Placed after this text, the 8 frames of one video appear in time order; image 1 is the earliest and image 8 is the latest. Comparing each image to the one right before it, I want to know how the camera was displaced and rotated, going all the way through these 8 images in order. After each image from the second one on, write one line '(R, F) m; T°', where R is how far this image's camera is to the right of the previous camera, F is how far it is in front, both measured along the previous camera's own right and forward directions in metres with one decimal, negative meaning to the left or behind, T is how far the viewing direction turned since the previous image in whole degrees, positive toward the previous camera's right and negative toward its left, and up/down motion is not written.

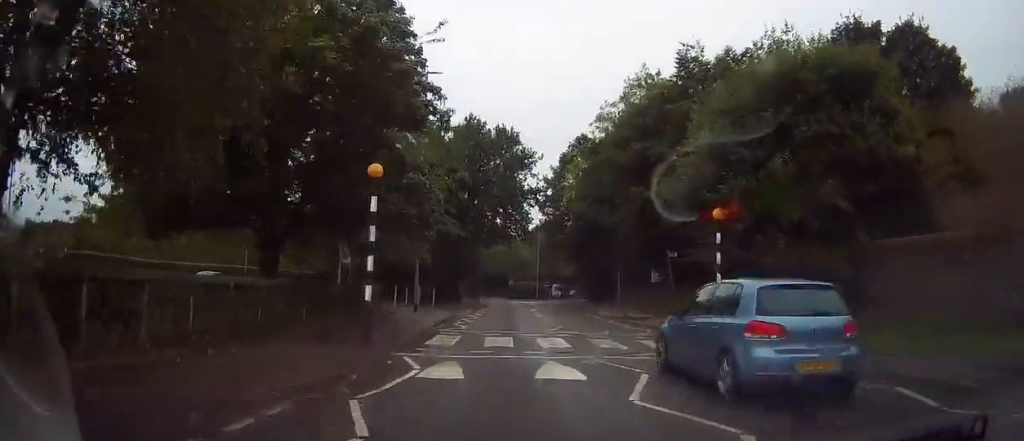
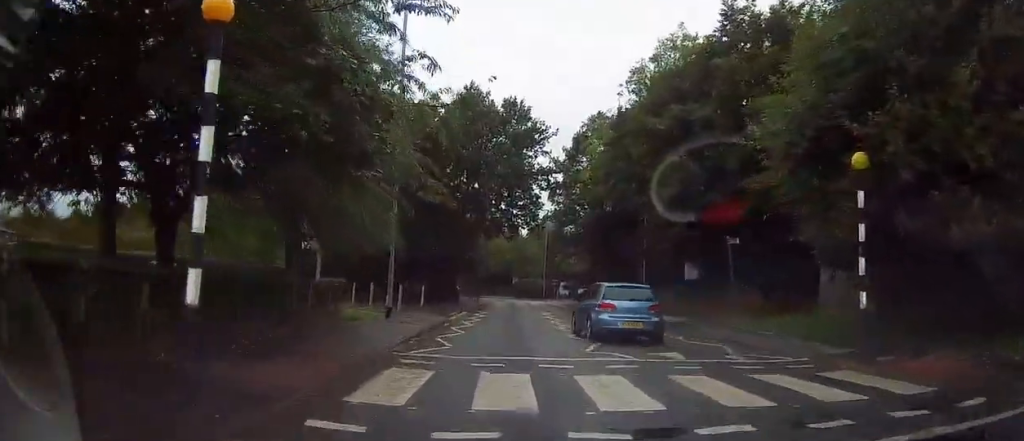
(-0.3, +7.9) m; 0°
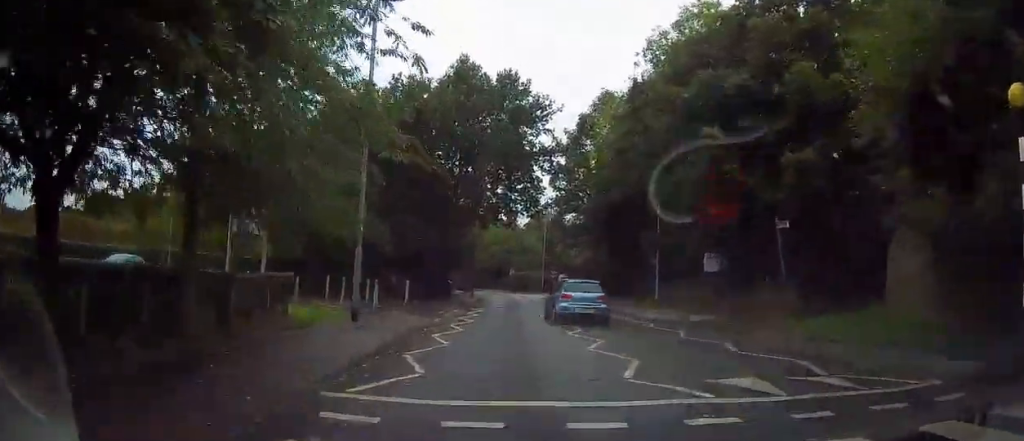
(+0.1, +4.5) m; +2°
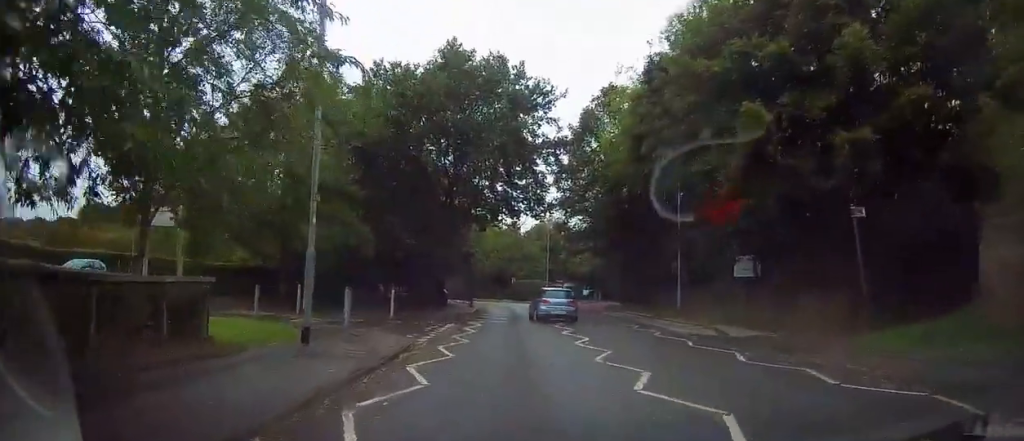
(+0.1, +4.4) m; +1°
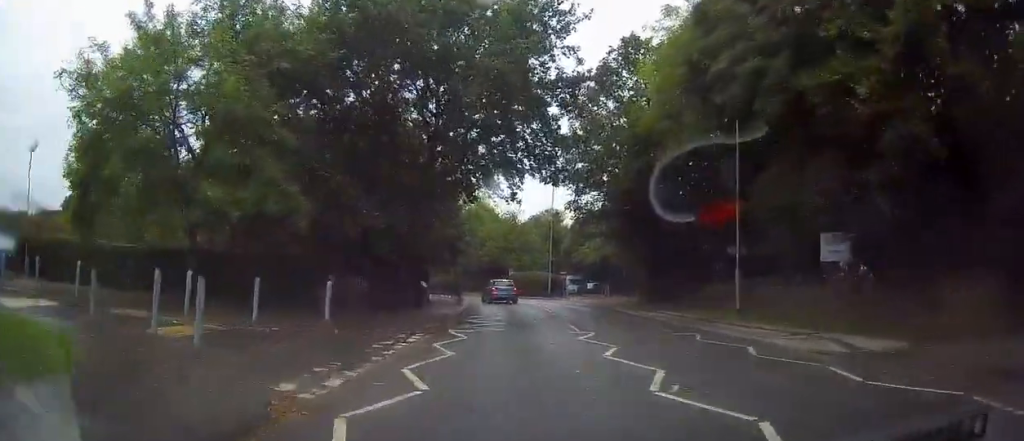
(0.0, +9.0) m; 0°
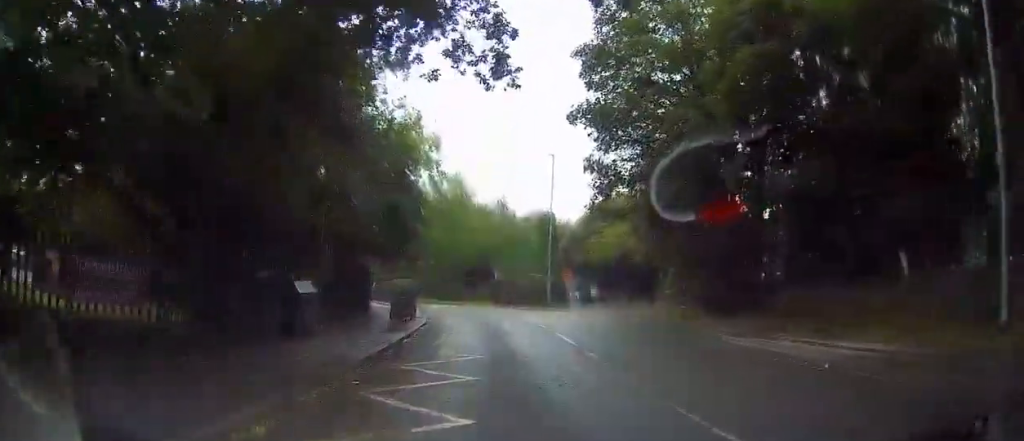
(0.0, +15.2) m; 0°
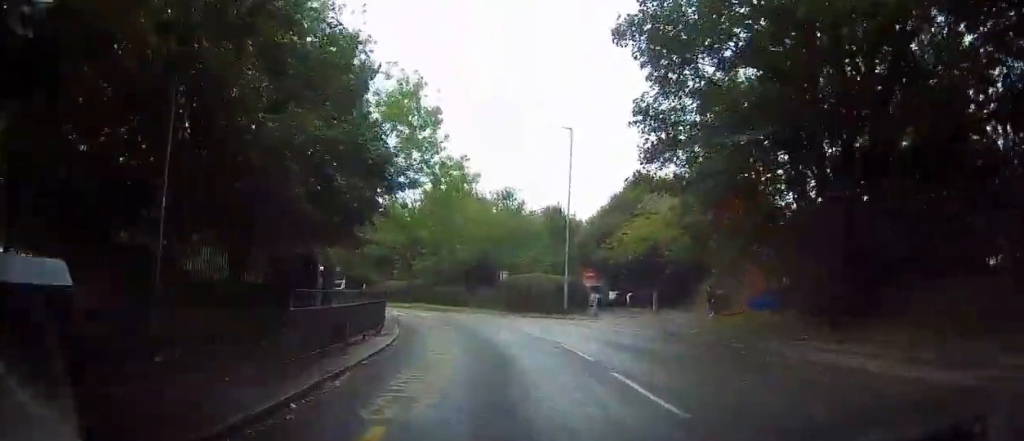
(0.0, +8.3) m; 0°
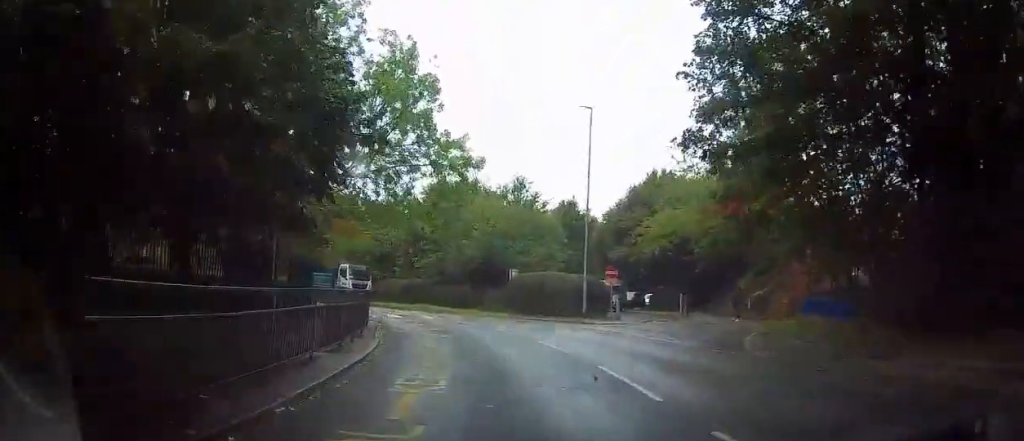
(0.0, +4.5) m; -2°
